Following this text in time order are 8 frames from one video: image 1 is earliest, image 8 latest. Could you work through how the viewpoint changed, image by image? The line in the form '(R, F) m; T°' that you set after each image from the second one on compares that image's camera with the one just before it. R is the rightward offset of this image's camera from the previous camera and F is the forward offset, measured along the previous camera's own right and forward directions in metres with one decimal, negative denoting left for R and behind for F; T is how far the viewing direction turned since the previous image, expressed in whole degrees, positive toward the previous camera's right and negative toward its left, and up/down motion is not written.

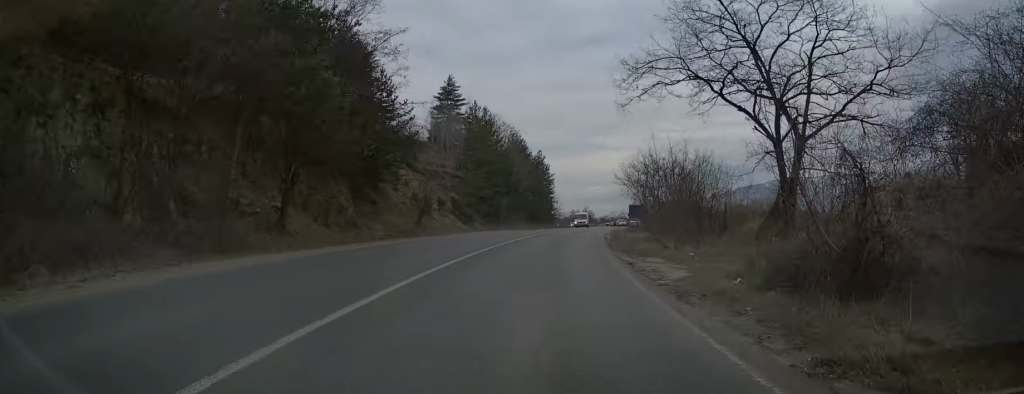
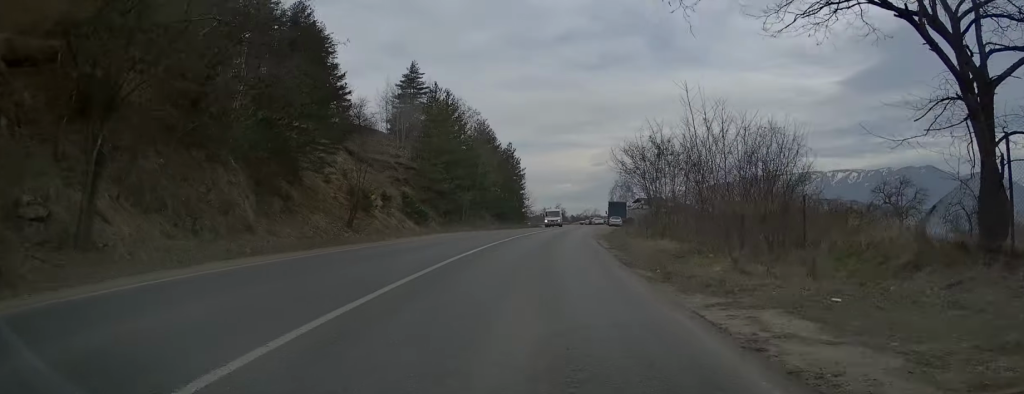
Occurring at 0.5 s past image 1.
(+0.1, +10.4) m; +4°
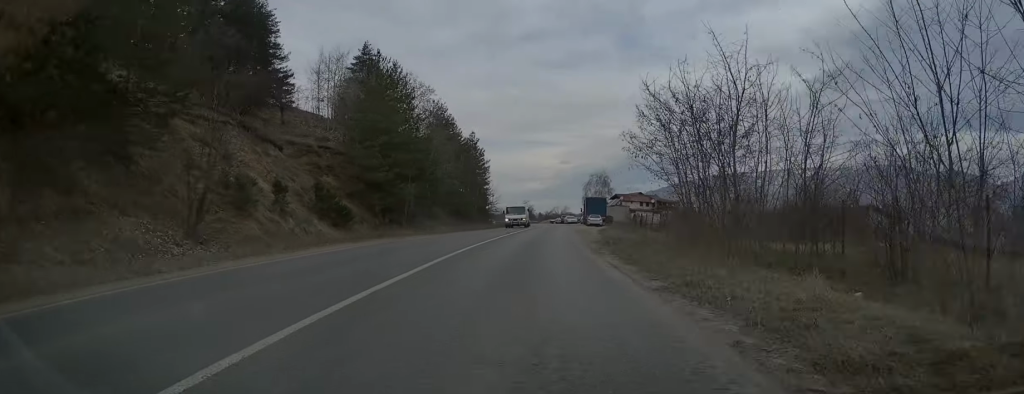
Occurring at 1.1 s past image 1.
(+1.1, +13.3) m; +4°
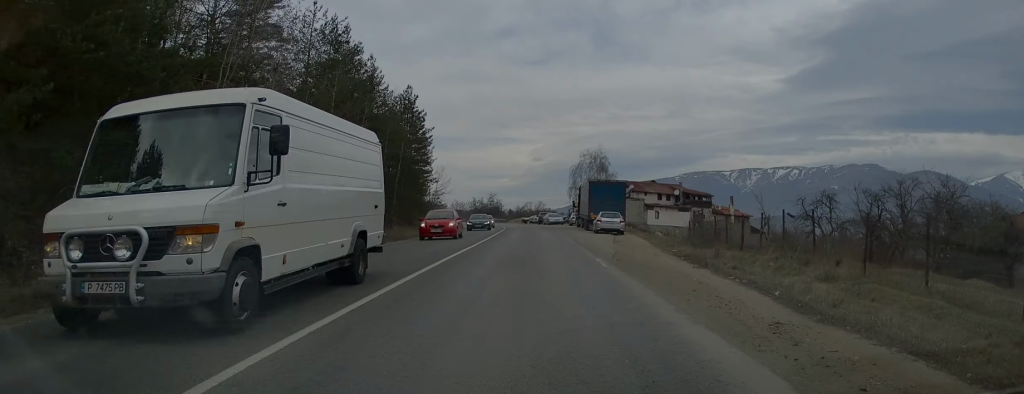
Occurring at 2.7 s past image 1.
(+1.5, +36.6) m; +3°
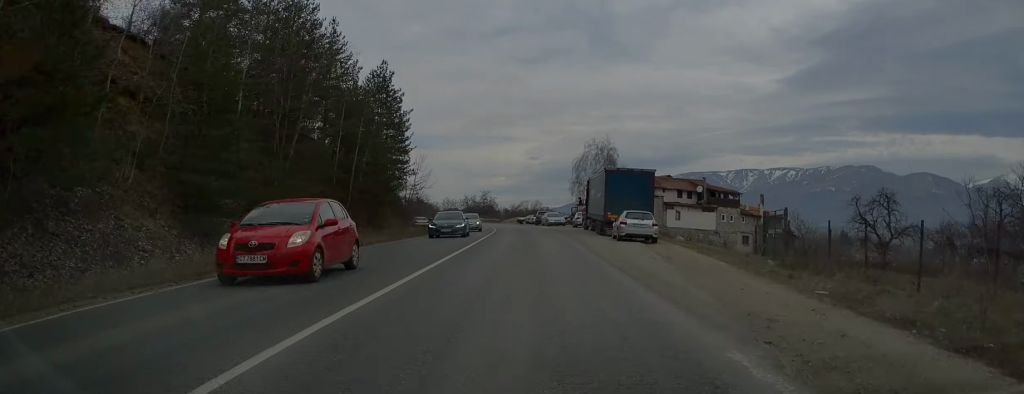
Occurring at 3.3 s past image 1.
(+0.2, +11.6) m; 0°
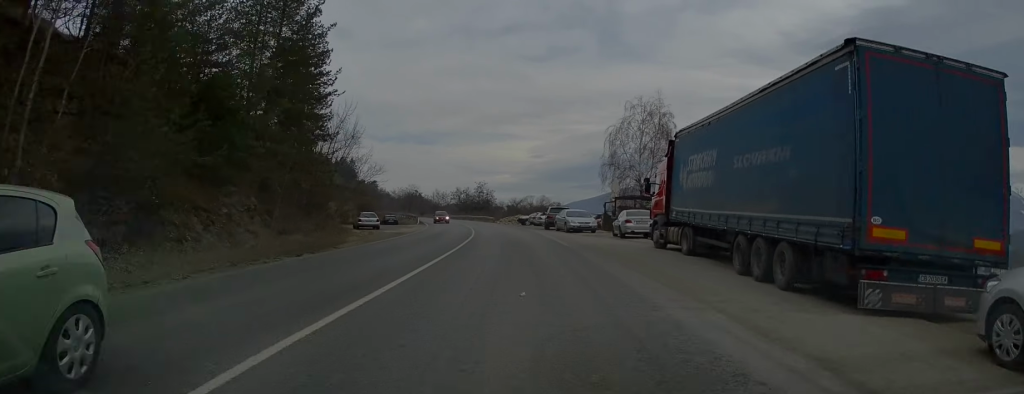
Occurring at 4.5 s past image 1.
(-0.4, +26.9) m; -2°
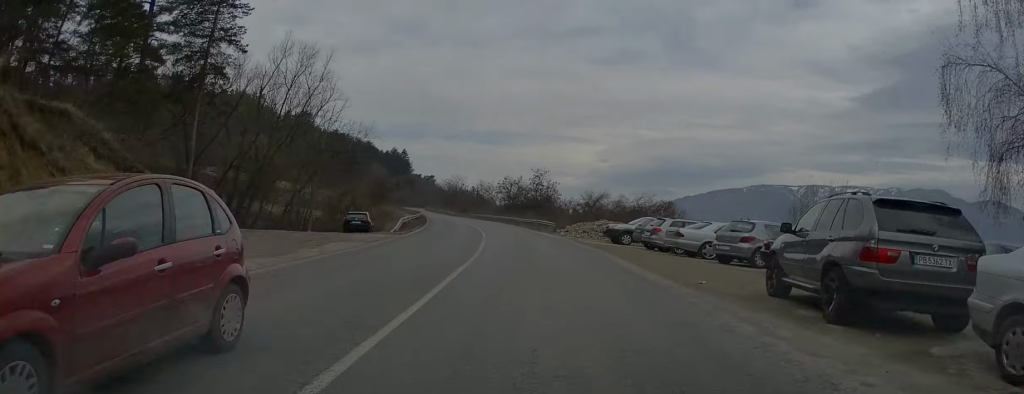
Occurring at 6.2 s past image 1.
(-1.5, +37.2) m; -6°
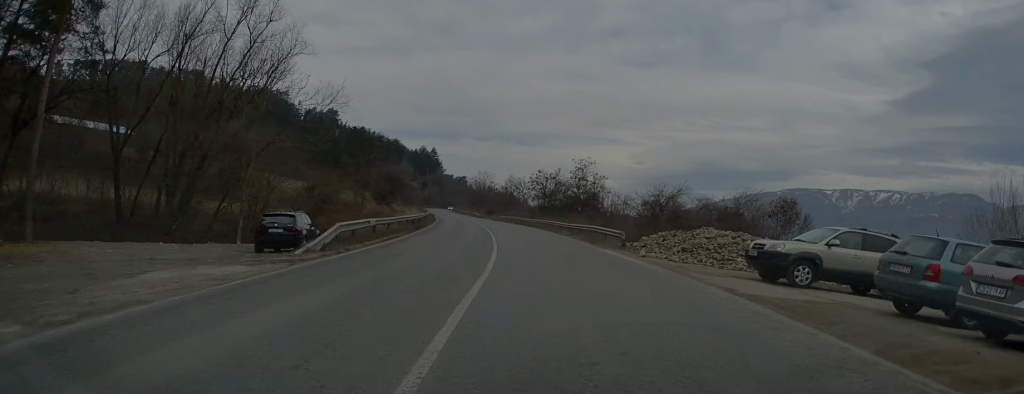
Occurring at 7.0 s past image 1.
(-0.5, +17.9) m; -2°
